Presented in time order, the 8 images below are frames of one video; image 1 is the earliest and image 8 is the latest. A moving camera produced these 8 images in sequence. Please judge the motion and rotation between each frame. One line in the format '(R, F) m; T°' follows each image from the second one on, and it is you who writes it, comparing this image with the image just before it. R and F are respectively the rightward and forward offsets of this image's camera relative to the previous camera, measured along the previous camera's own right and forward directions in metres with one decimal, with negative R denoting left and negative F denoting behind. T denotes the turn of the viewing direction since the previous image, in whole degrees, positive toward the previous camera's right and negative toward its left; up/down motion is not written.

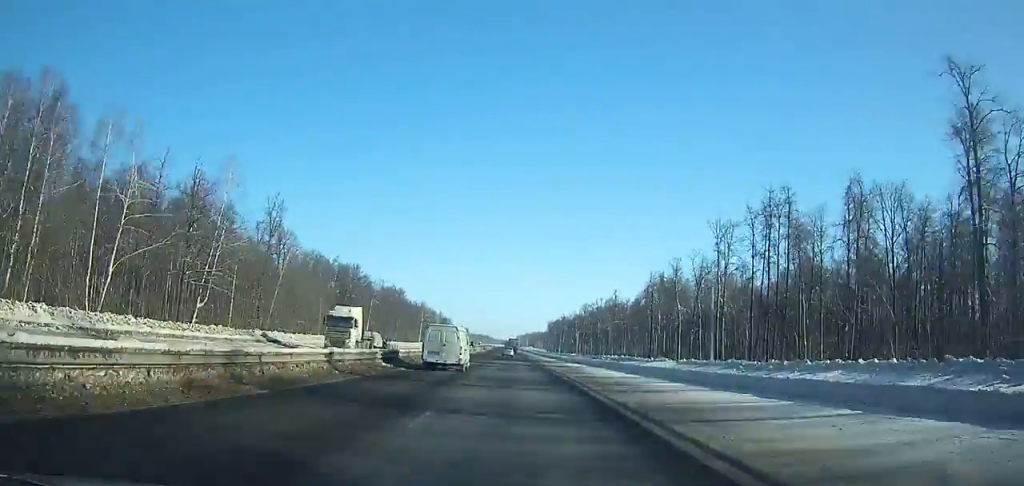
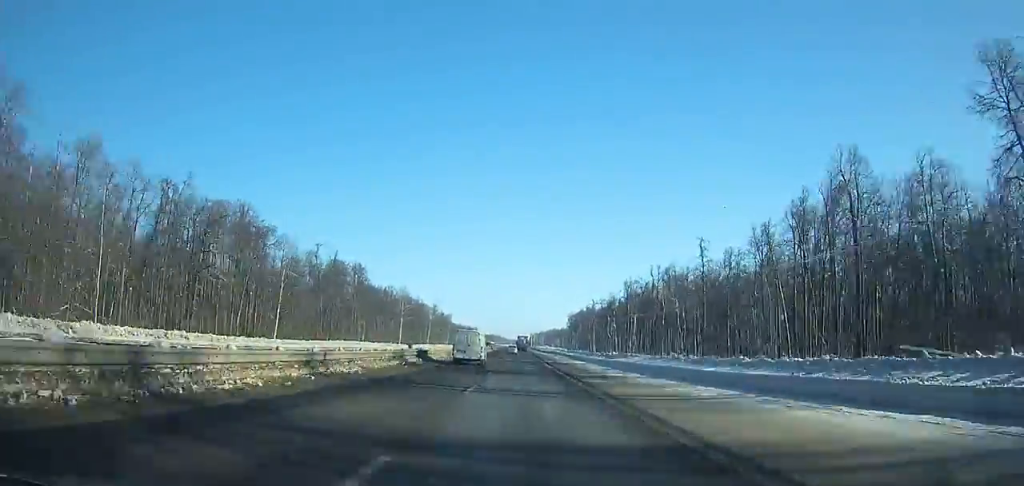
(-0.8, +78.0) m; -1°
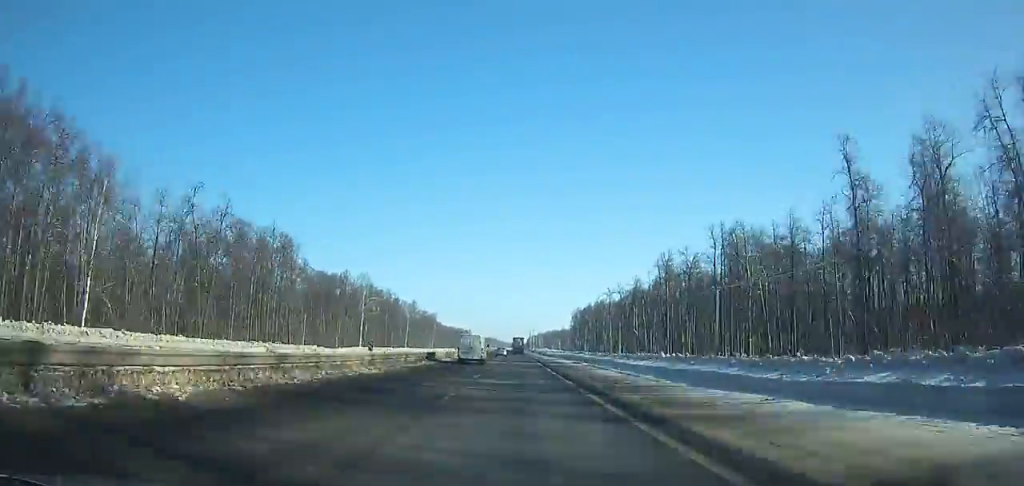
(-0.1, +51.0) m; 0°
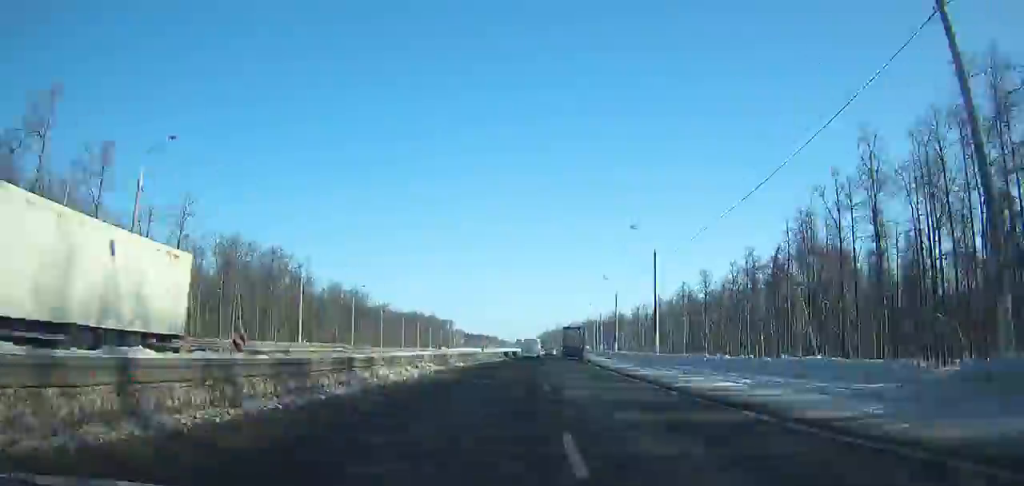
(-1.4, +272.2) m; +2°
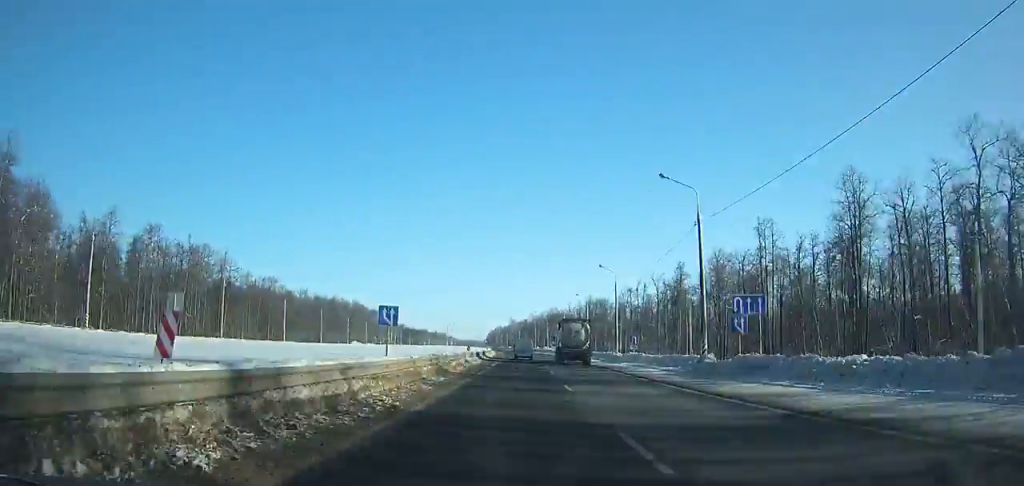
(+3.0, +84.2) m; +1°
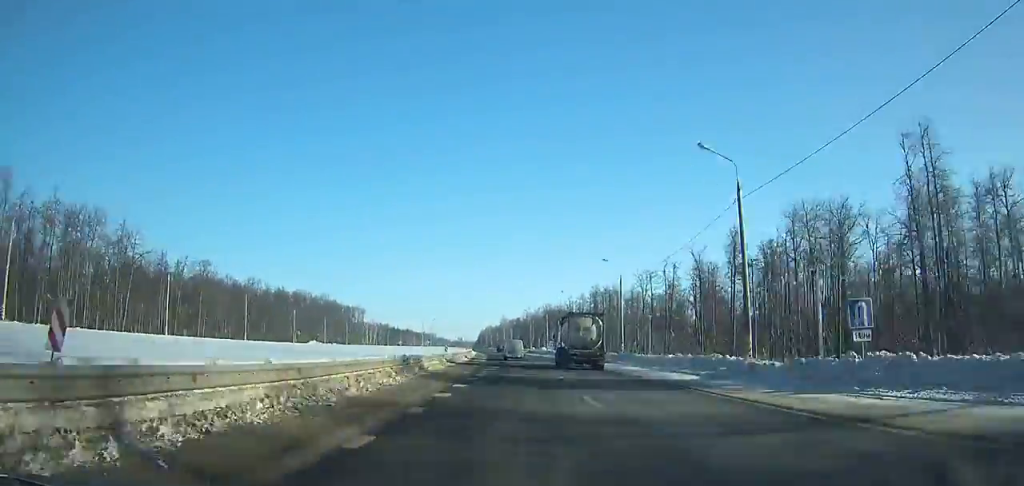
(-0.1, +40.7) m; 0°
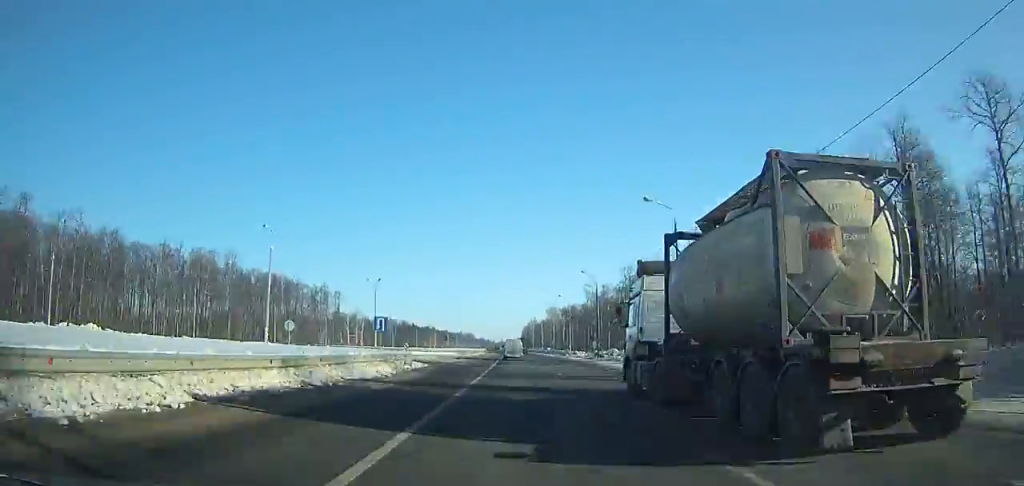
(-3.0, +128.4) m; -3°
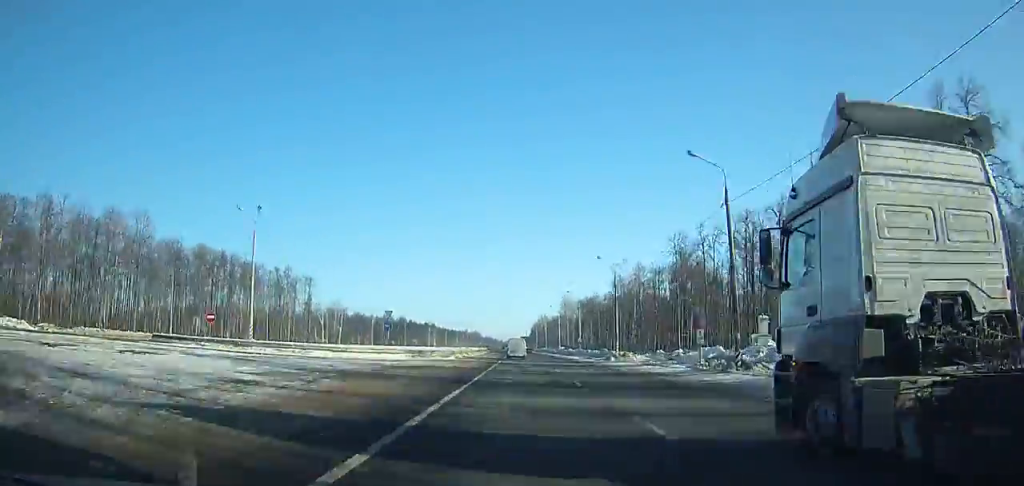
(-0.3, +43.7) m; -1°
